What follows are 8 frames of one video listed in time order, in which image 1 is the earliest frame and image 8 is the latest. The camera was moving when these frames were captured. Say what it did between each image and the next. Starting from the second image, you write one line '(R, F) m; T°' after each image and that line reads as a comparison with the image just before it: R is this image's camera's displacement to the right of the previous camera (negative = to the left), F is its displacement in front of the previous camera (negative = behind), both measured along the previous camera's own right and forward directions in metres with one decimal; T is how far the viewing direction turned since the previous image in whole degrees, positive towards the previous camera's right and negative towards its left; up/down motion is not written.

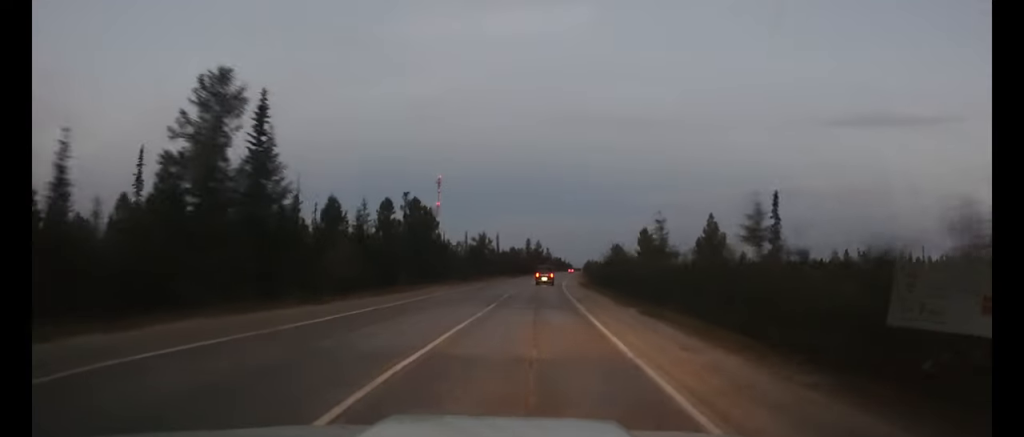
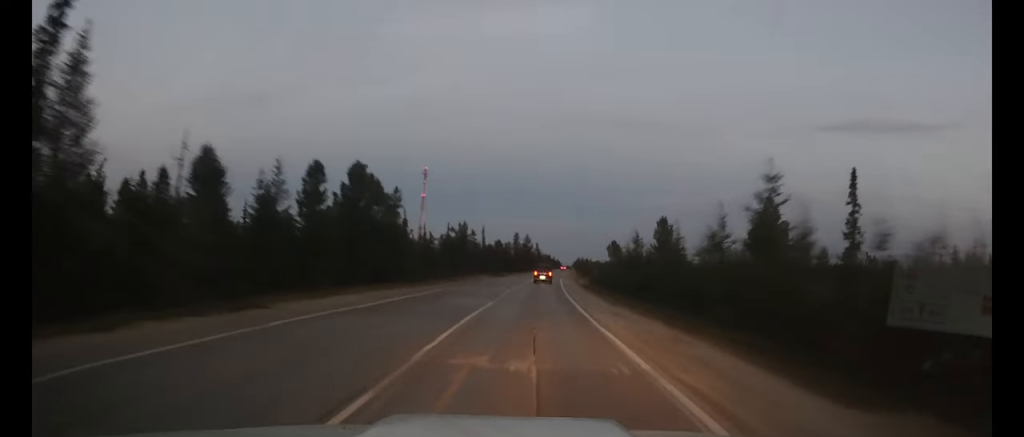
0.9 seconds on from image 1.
(+0.2, +18.5) m; +1°
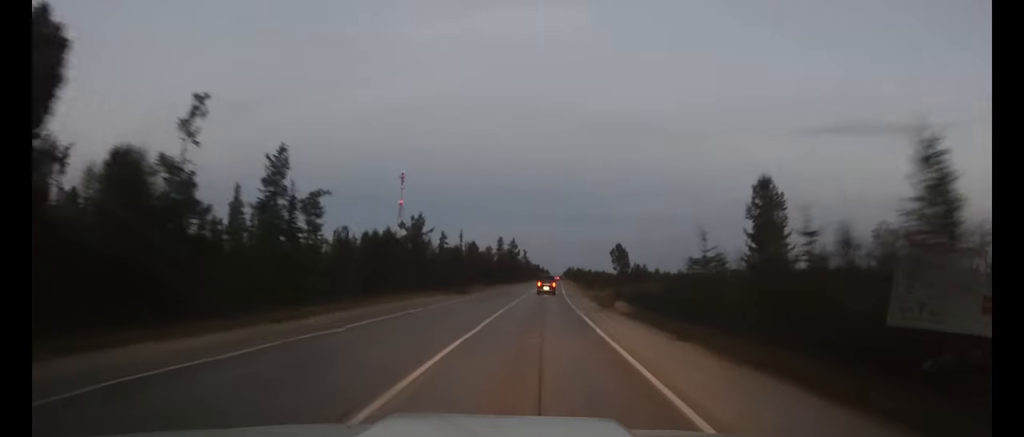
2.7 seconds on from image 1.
(+0.6, +34.8) m; +2°
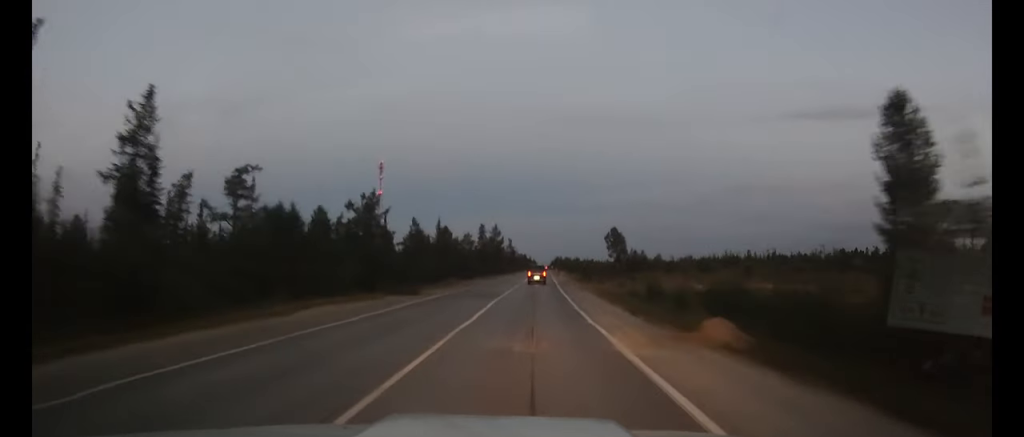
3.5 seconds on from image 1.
(+0.1, +17.0) m; +1°
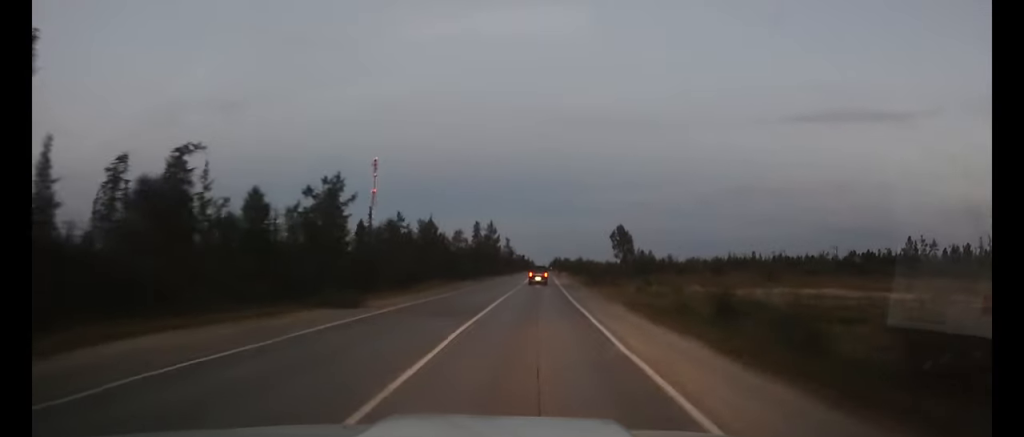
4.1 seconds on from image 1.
(+0.1, +11.6) m; +1°
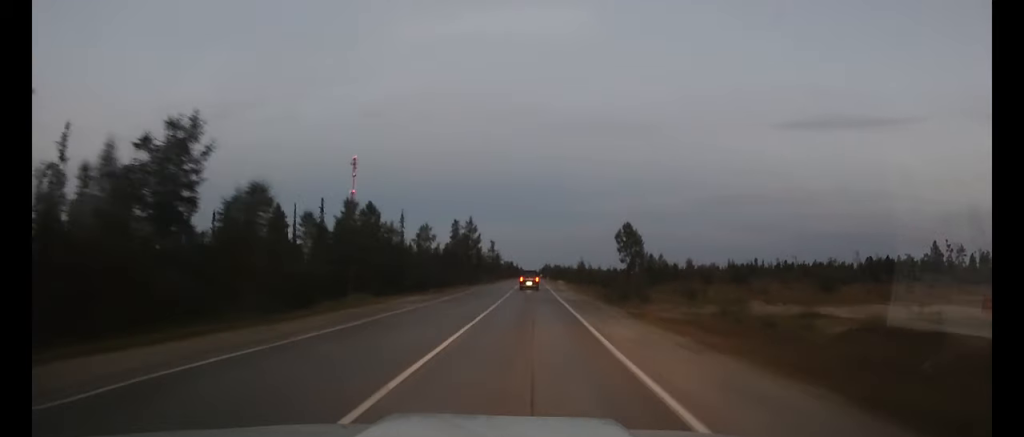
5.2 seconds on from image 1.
(+0.1, +22.9) m; +1°
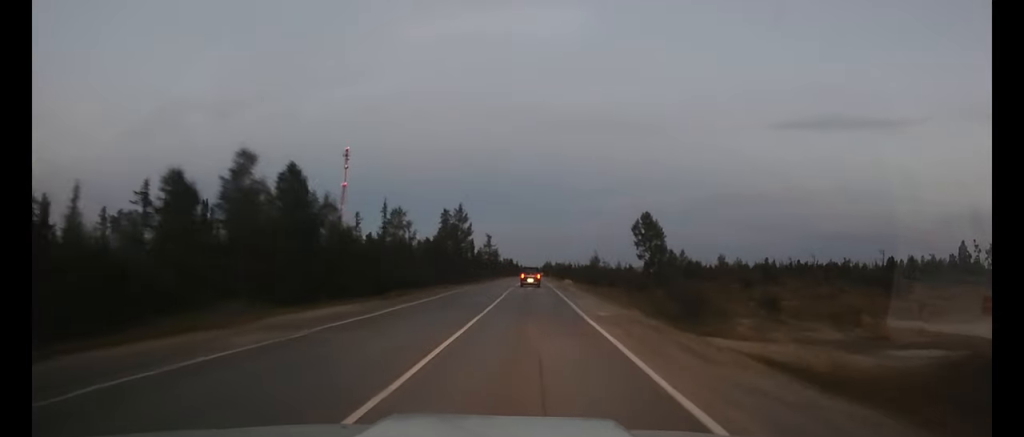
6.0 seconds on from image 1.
(+0.1, +16.9) m; 0°
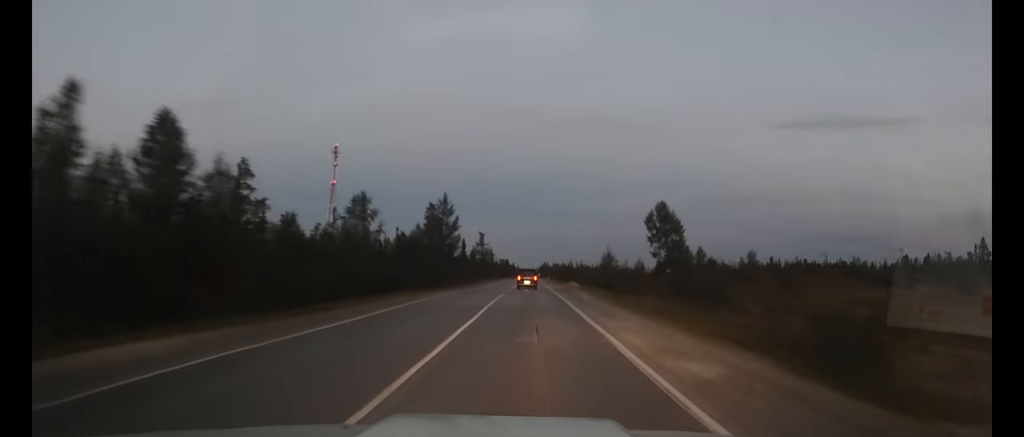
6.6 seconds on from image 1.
(0.0, +12.7) m; 0°
